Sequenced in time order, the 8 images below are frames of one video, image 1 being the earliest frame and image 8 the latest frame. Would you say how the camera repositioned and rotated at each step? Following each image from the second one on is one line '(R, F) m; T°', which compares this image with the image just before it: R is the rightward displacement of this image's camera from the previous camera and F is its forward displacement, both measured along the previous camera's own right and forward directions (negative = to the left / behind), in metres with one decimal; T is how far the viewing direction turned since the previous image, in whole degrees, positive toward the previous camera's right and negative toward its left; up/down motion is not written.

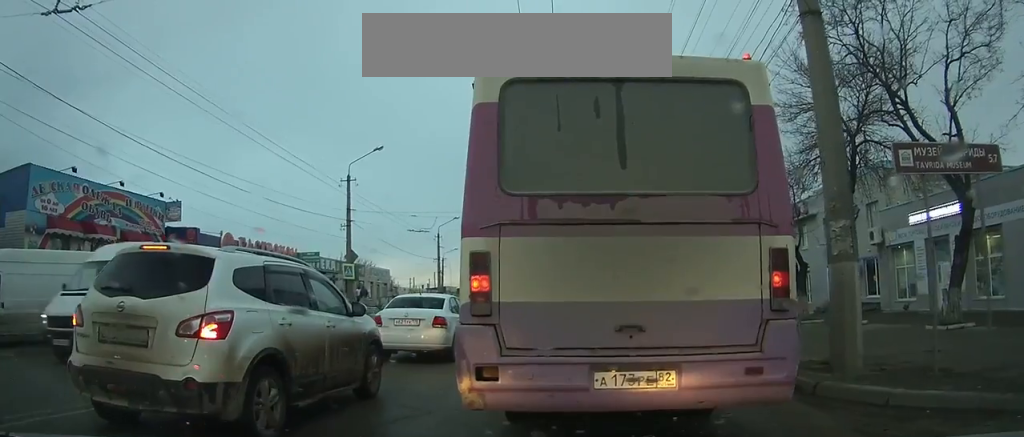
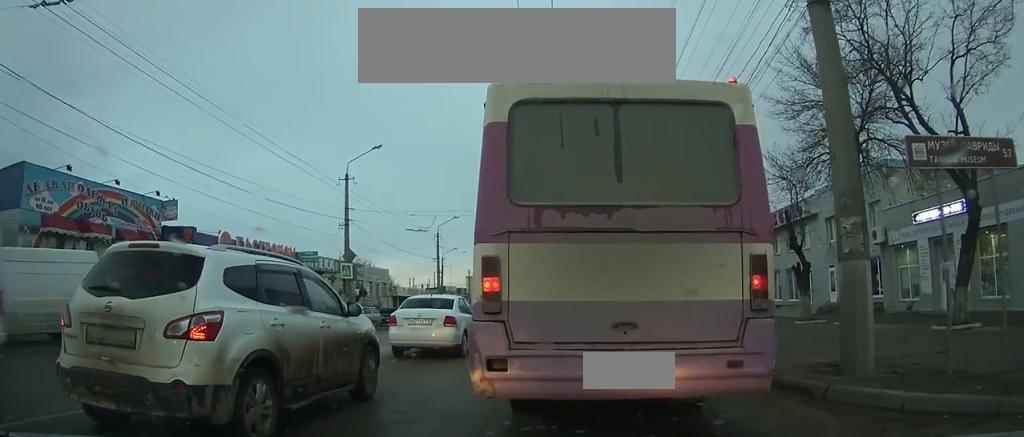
(0.0, +0.8) m; 0°
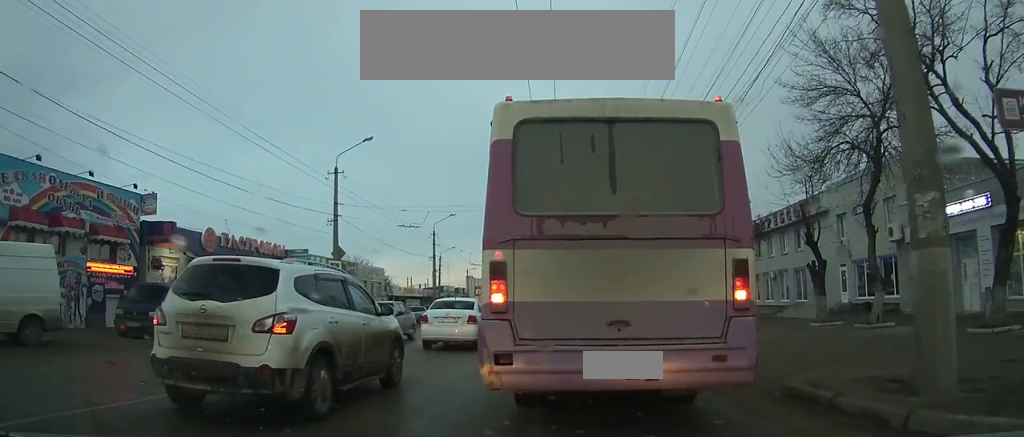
(0.0, +1.6) m; -2°
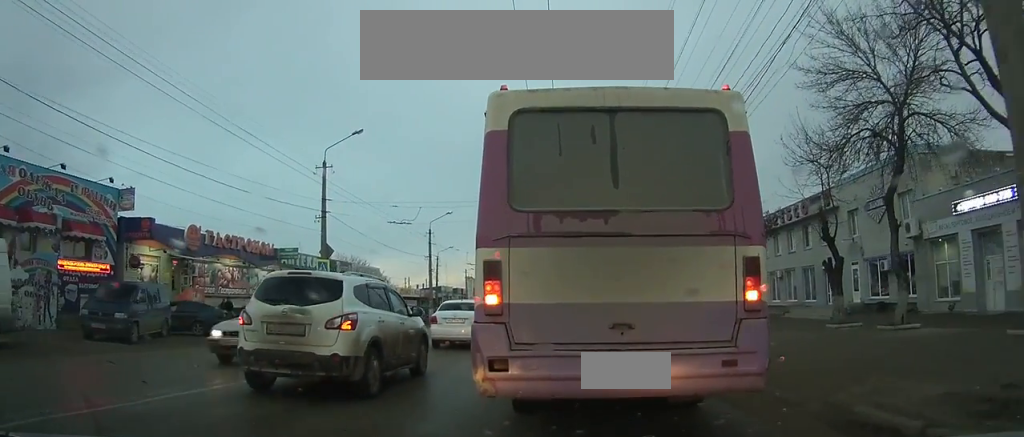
(0.0, +1.1) m; -2°
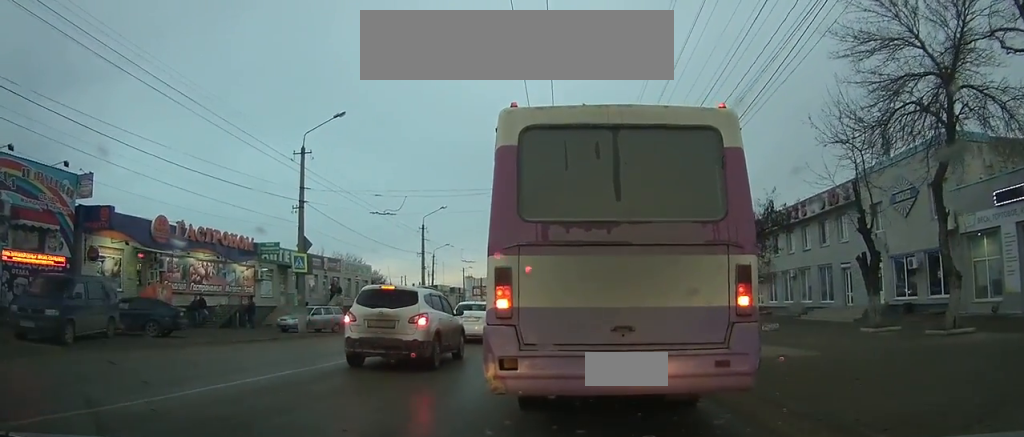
(0.0, +2.4) m; -7°
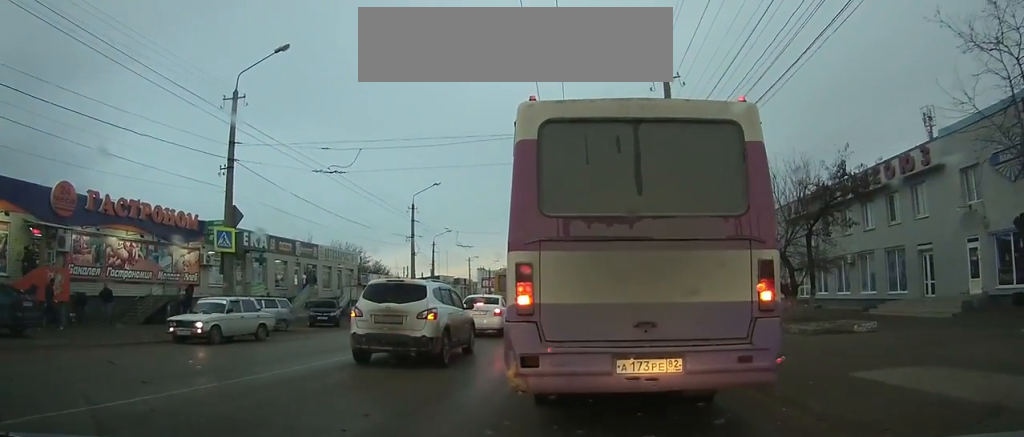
(-0.4, +6.4) m; -5°
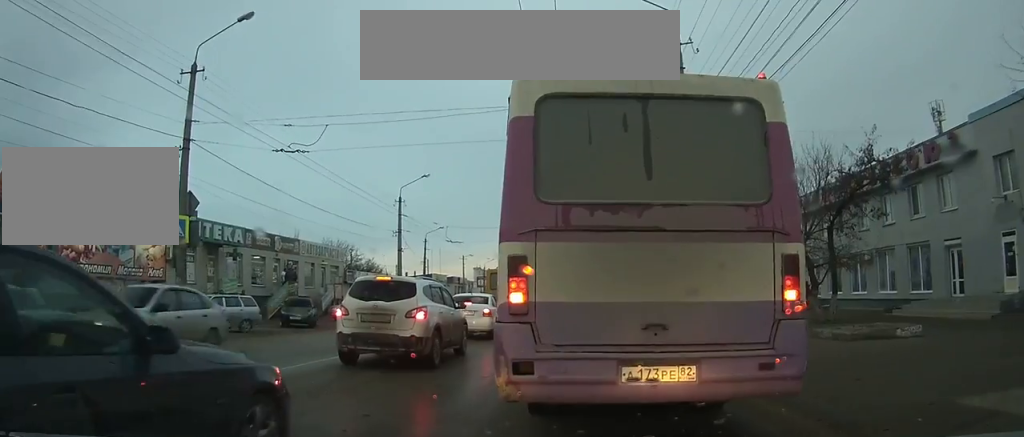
(-0.2, +2.1) m; -3°
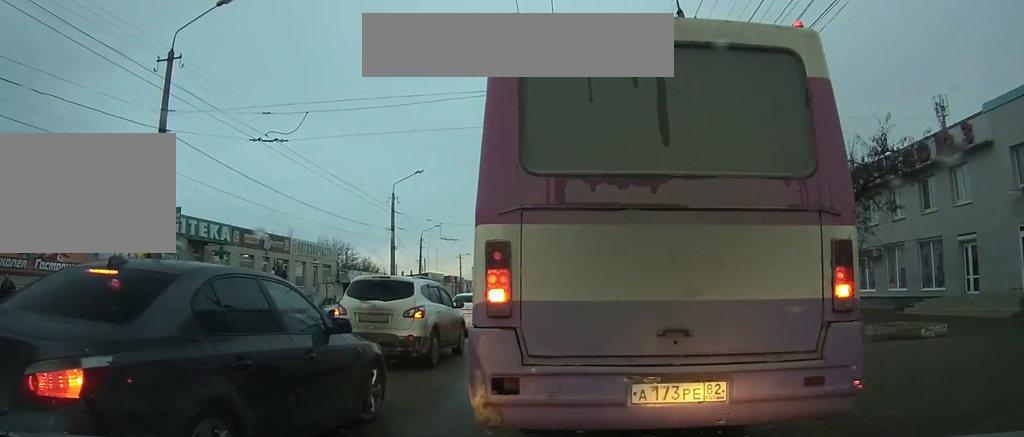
(0.0, +2.6) m; +5°
